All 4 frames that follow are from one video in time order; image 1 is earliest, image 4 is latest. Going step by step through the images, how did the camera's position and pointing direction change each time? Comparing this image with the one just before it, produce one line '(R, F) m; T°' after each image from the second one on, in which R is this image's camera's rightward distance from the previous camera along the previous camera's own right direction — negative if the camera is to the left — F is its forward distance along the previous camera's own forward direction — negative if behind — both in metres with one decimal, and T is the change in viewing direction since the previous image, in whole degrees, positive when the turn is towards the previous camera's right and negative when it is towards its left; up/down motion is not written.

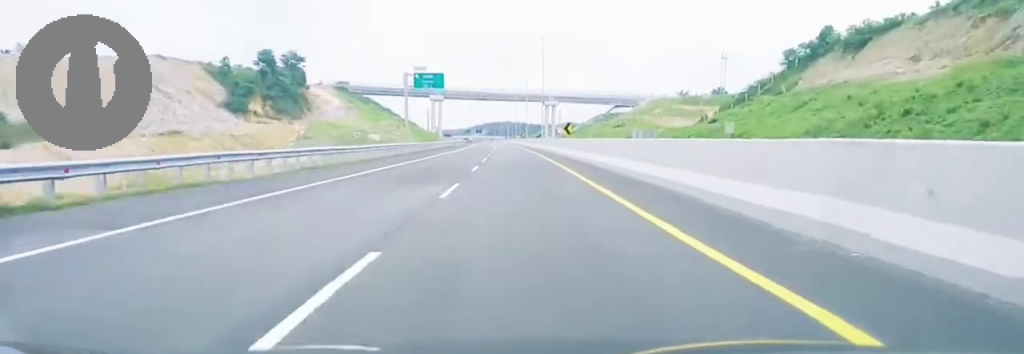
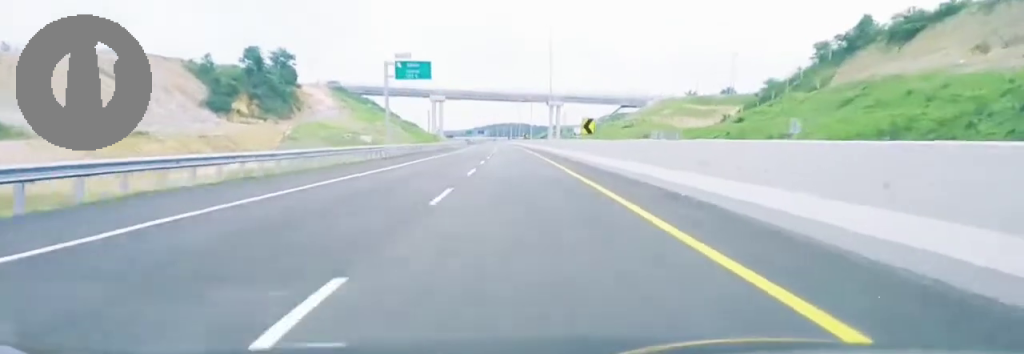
(0.0, +14.9) m; 0°
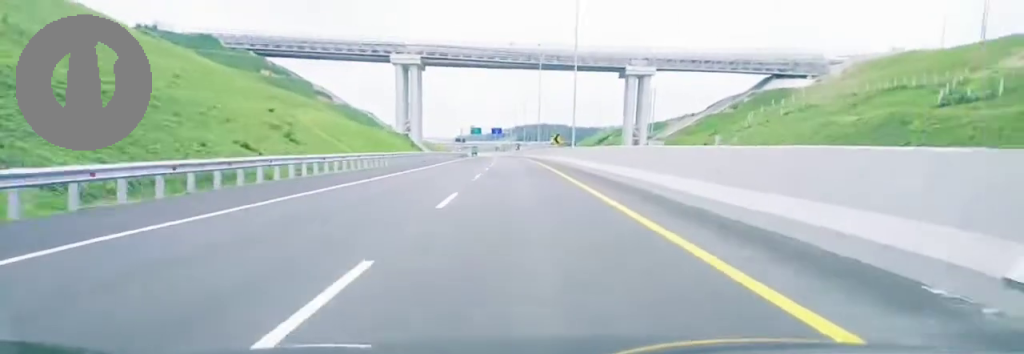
(-4.7, +173.7) m; -3°
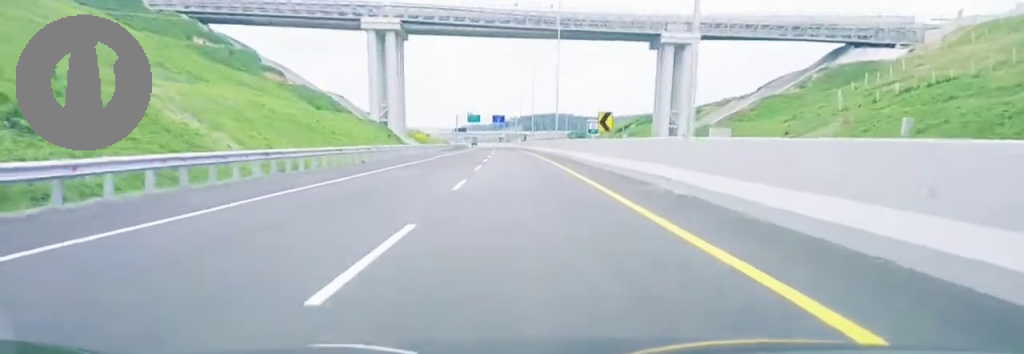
(-0.2, +37.5) m; 0°
